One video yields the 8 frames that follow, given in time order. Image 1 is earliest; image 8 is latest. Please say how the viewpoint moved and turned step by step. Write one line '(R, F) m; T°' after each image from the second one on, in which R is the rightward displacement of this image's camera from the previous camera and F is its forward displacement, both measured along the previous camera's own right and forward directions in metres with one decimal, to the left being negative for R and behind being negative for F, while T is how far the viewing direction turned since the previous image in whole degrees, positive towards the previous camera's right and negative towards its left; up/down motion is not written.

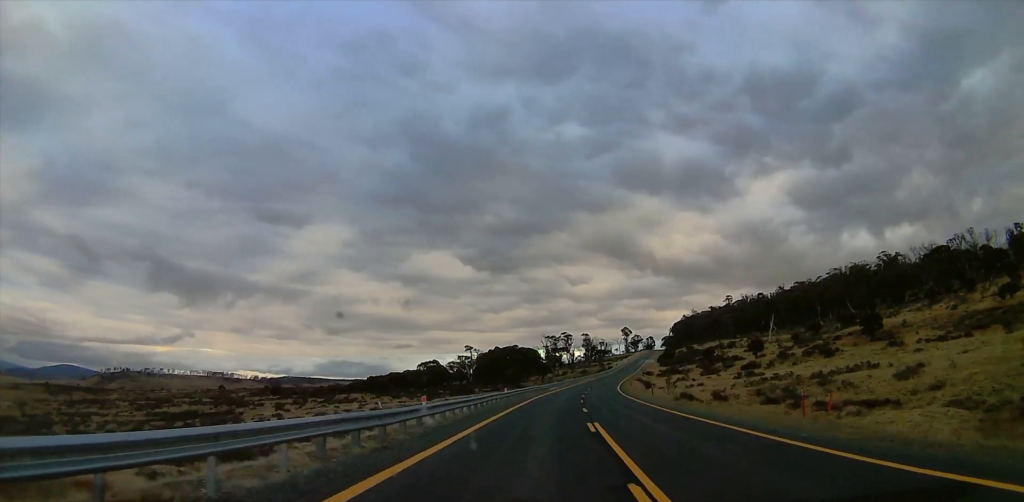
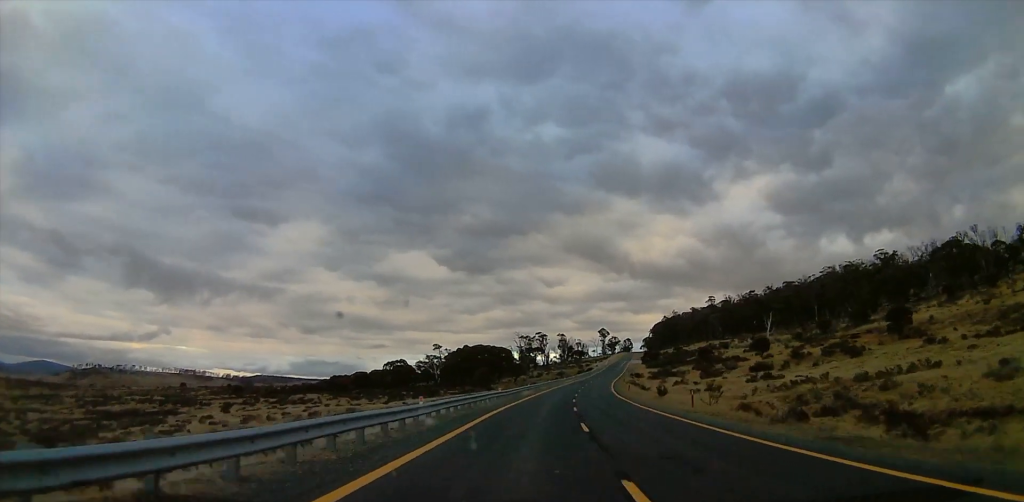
(-0.3, +22.2) m; +2°
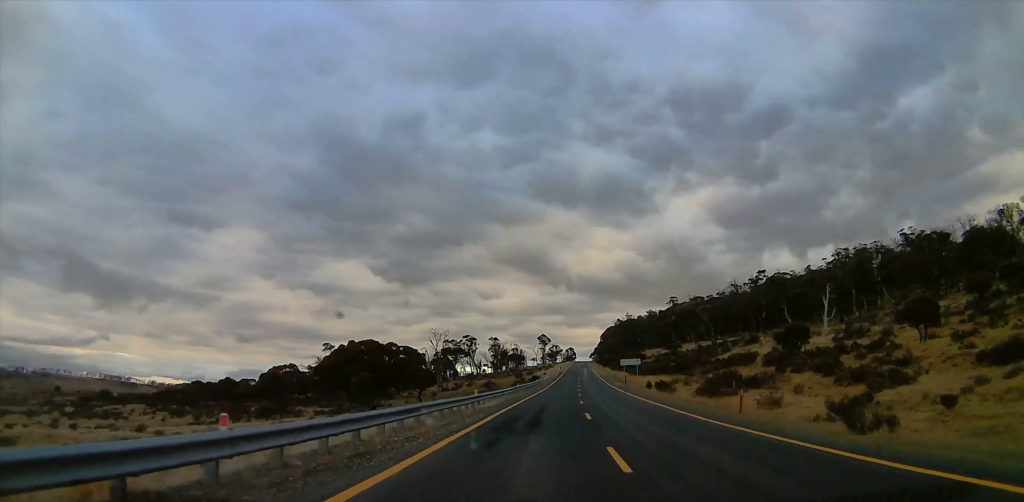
(+4.4, +80.5) m; +3°
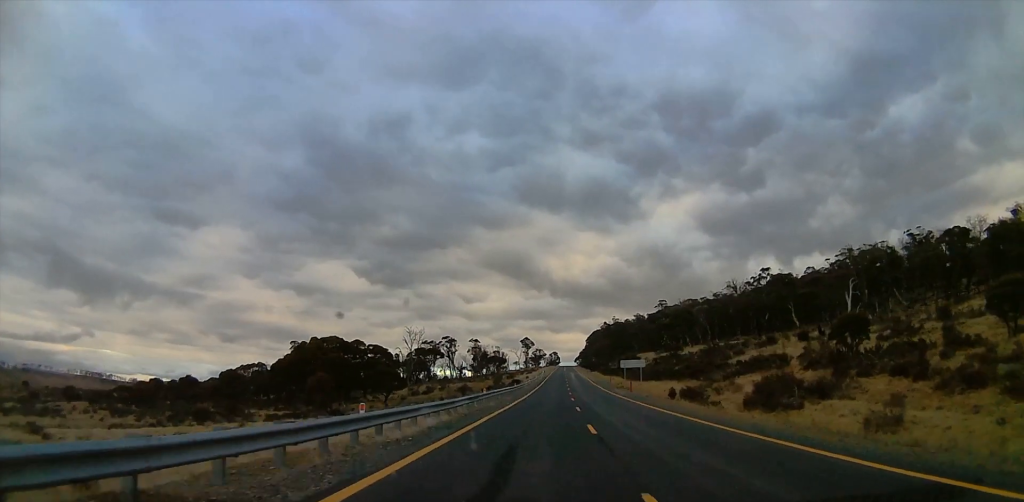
(-0.4, +17.3) m; +2°
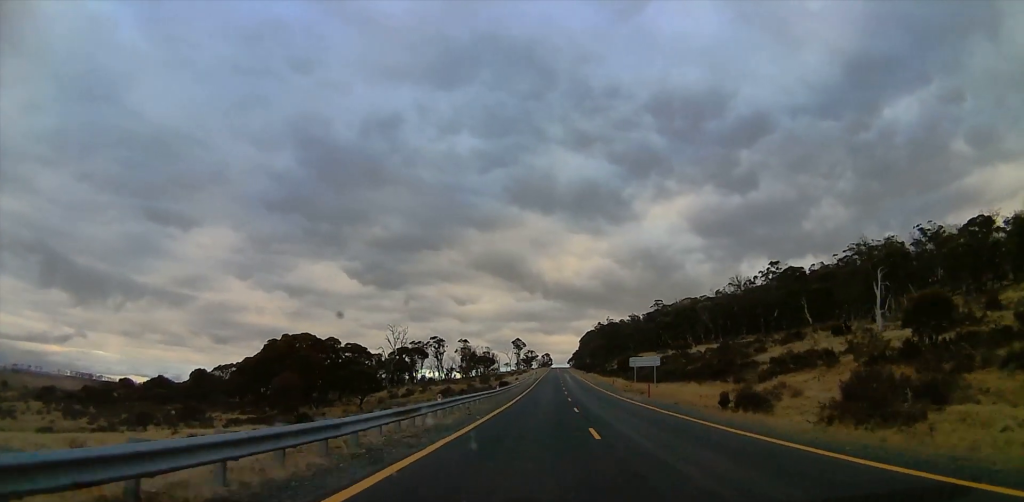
(+0.2, +13.9) m; +2°
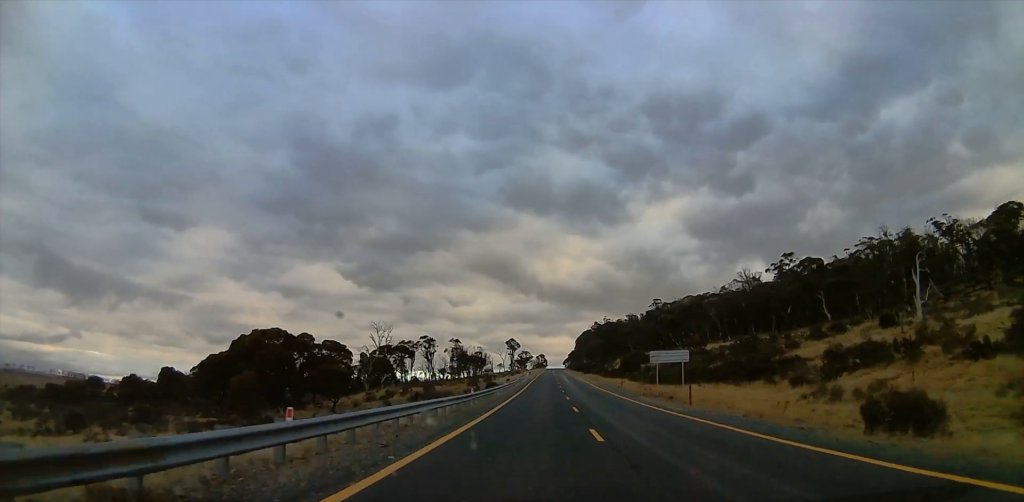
(+0.6, +12.8) m; +2°
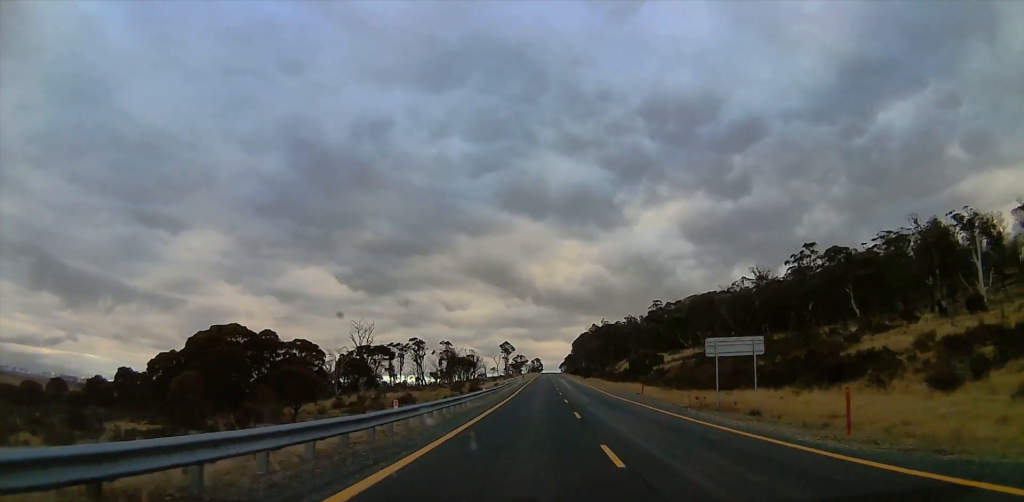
(+0.3, +15.9) m; +1°
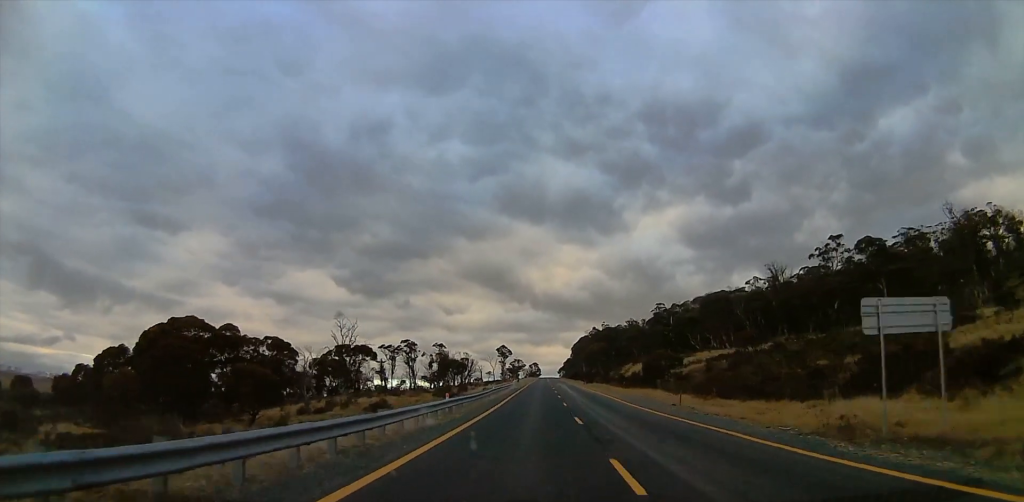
(-0.1, +14.7) m; +1°
